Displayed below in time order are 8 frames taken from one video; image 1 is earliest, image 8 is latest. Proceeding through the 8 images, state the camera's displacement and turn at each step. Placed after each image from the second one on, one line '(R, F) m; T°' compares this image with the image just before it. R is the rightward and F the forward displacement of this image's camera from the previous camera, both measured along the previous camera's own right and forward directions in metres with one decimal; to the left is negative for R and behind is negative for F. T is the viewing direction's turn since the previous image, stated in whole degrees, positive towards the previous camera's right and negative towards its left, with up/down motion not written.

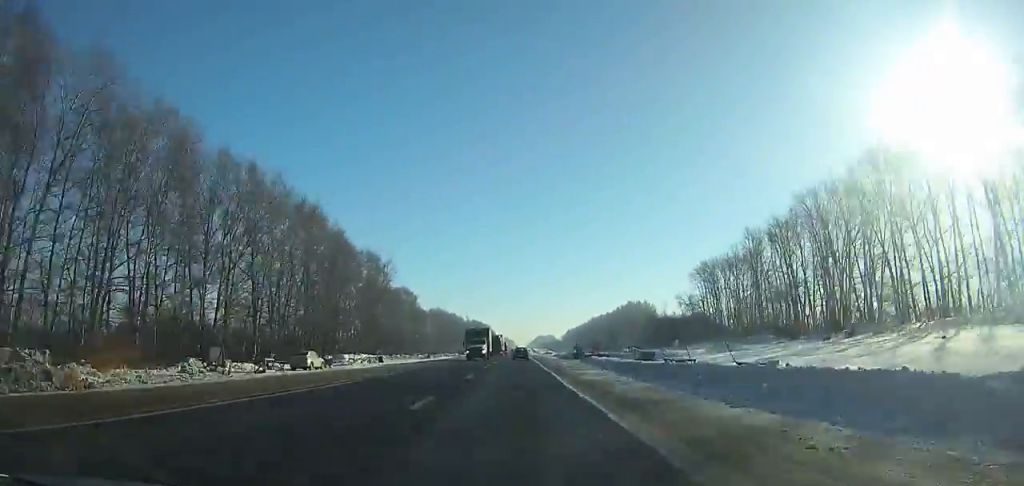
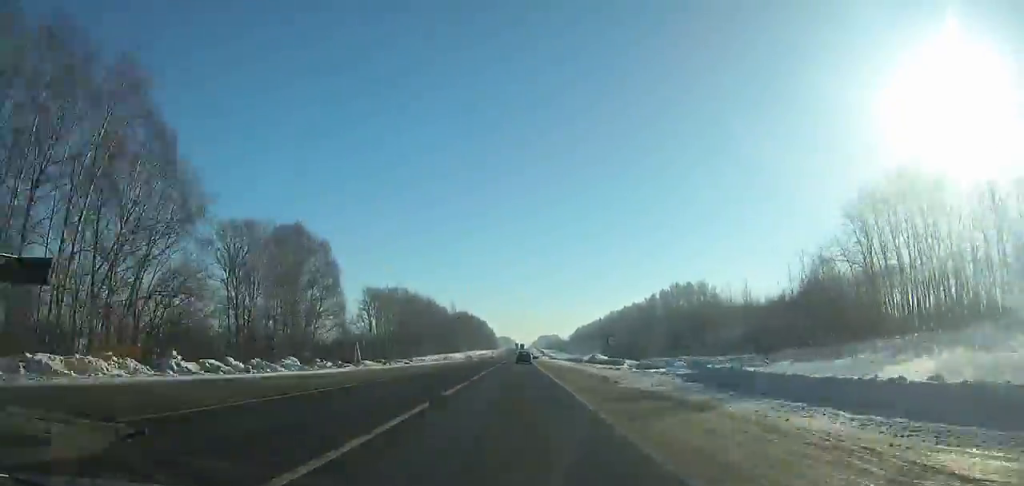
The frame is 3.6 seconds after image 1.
(-0.2, +91.8) m; 0°
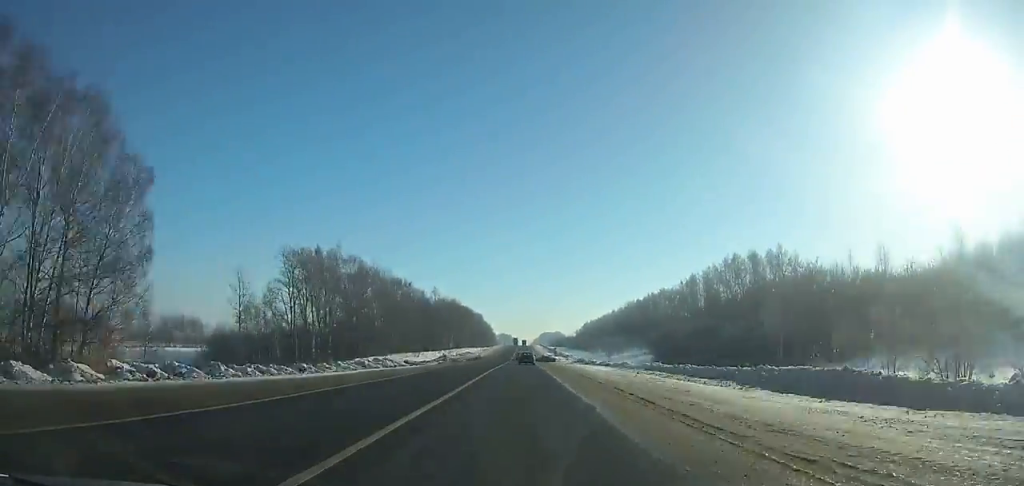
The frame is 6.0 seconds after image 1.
(-0.1, +62.3) m; 0°
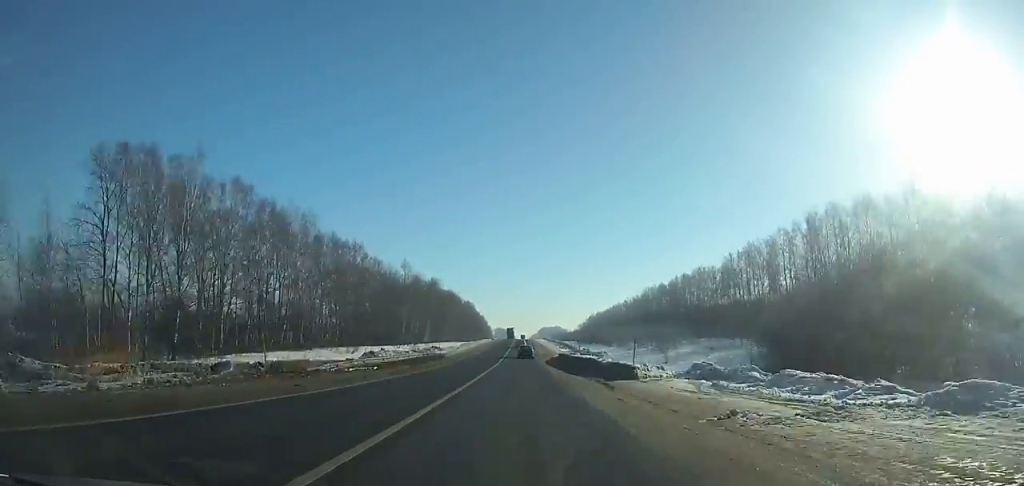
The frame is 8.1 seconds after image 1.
(+0.2, +55.2) m; 0°
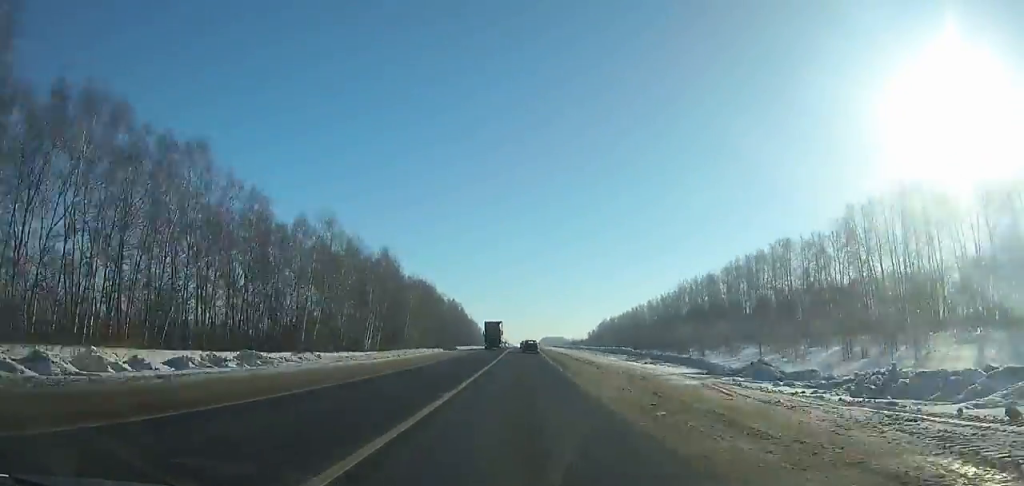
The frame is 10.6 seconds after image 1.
(+0.2, +65.9) m; 0°
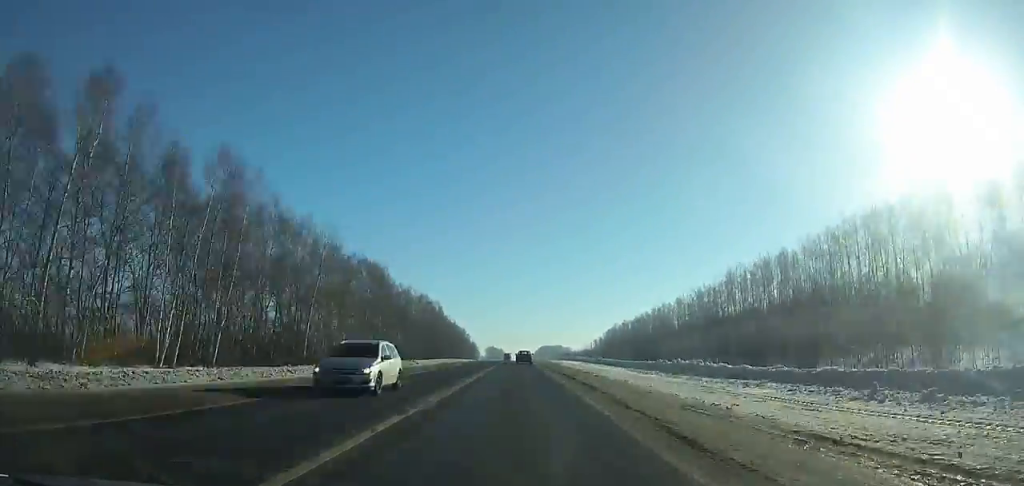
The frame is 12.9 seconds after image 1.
(0.0, +60.7) m; 0°
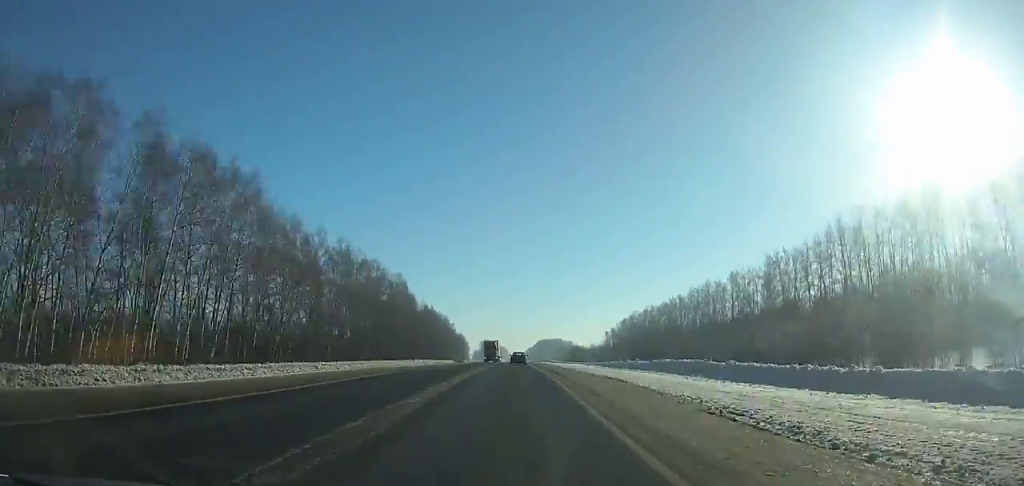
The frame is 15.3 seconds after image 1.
(0.0, +63.3) m; 0°
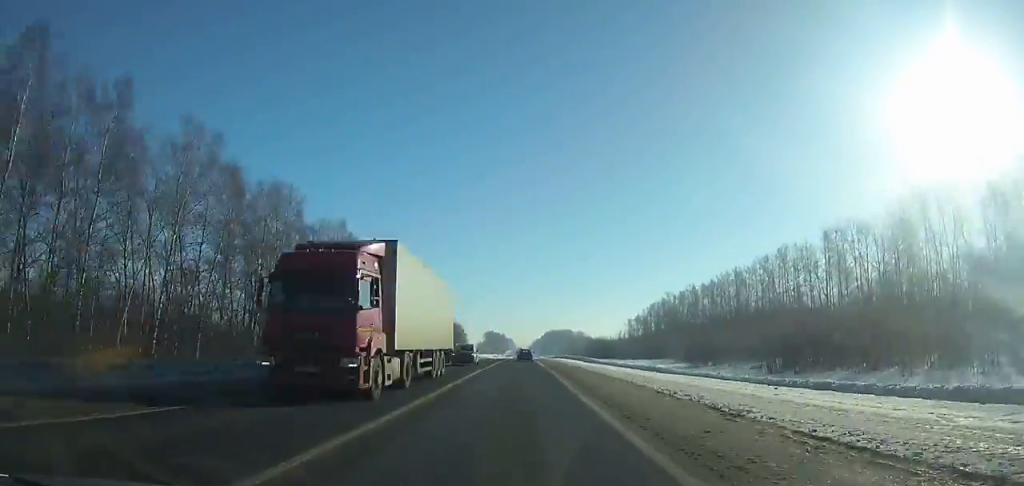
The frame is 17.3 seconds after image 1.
(-0.2, +52.6) m; 0°
